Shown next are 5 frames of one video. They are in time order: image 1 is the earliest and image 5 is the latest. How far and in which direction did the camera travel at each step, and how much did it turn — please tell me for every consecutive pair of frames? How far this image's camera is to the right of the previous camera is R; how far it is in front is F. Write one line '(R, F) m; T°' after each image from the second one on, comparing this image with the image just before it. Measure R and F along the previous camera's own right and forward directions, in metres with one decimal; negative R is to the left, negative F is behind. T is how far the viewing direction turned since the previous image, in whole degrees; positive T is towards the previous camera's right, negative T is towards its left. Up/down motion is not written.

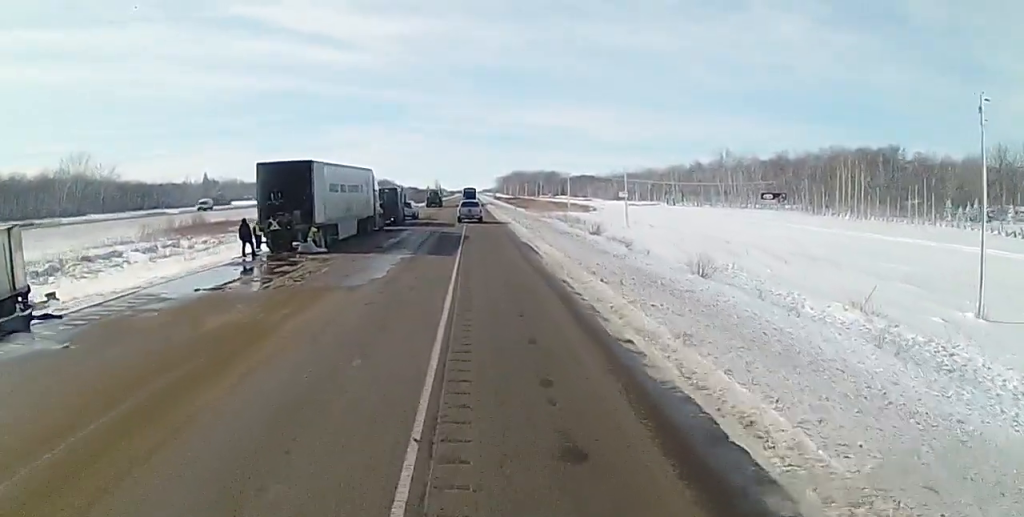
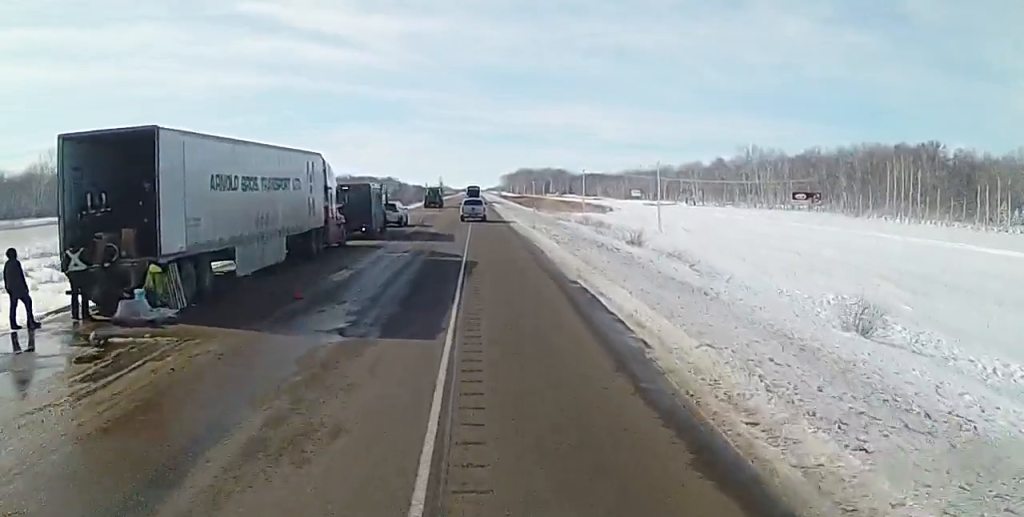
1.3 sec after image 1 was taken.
(-0.6, +19.2) m; -2°
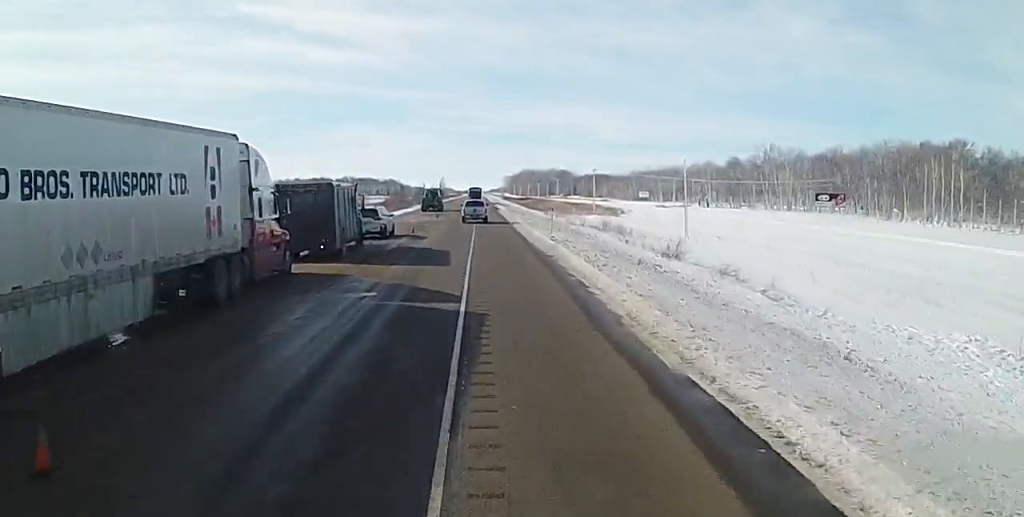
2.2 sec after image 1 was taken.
(0.0, +12.6) m; 0°
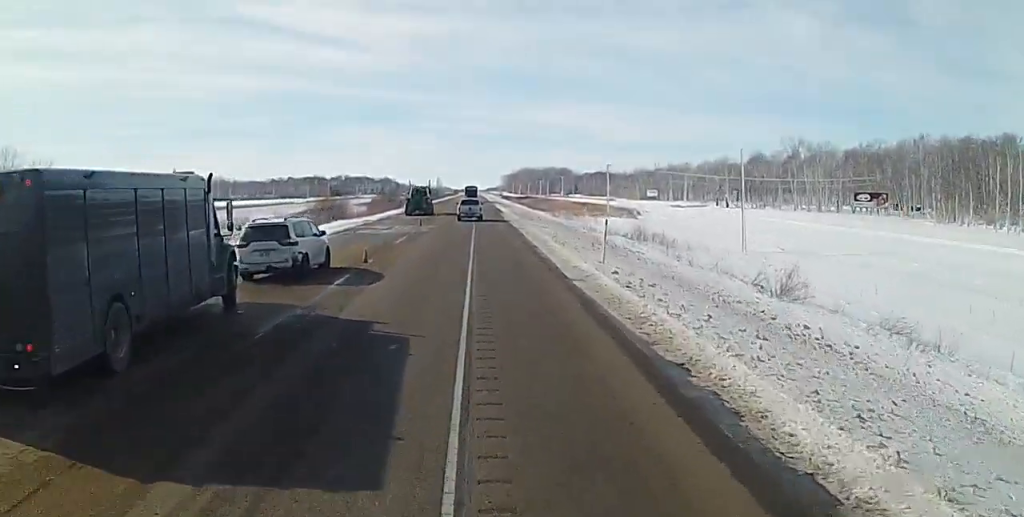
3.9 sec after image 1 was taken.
(0.0, +21.8) m; +2°
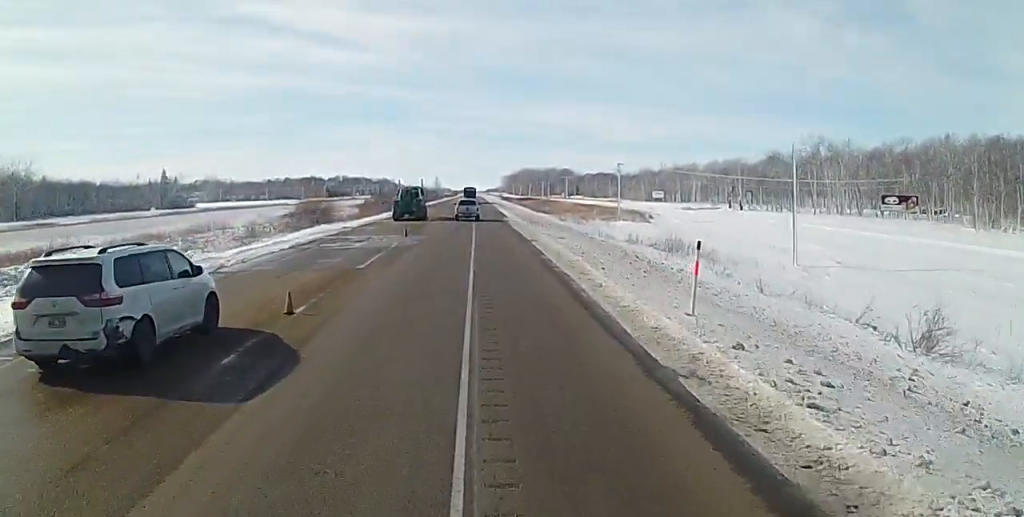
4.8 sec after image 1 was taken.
(+0.4, +12.6) m; +1°
